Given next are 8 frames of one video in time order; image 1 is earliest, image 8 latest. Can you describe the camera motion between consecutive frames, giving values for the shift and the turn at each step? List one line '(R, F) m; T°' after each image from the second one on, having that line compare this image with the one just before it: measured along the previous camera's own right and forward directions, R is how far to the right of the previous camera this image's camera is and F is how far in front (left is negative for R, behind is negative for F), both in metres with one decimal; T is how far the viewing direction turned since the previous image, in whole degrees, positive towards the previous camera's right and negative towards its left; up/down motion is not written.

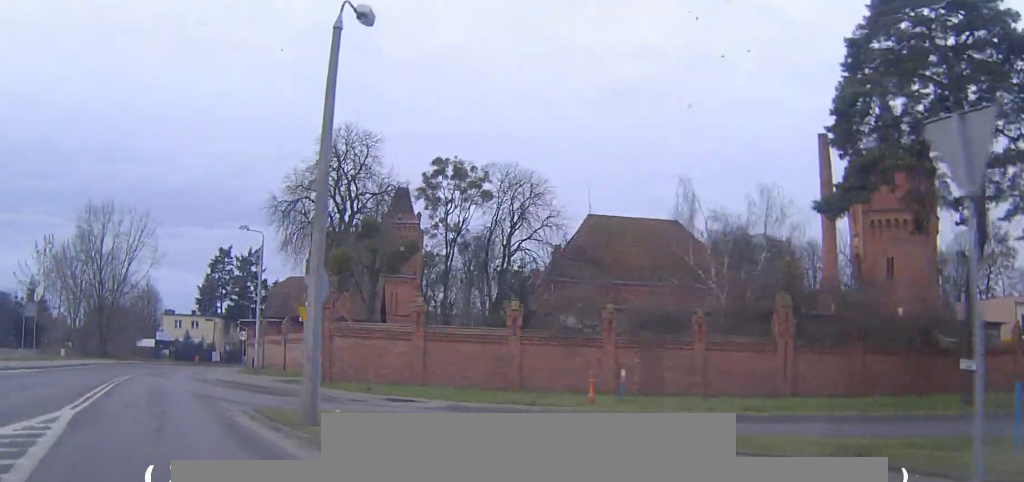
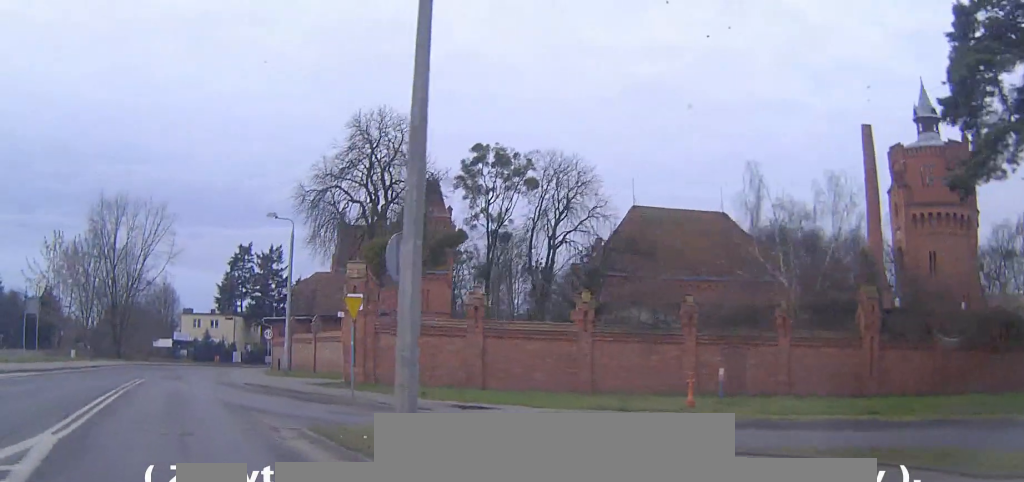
(-0.1, +4.3) m; -1°
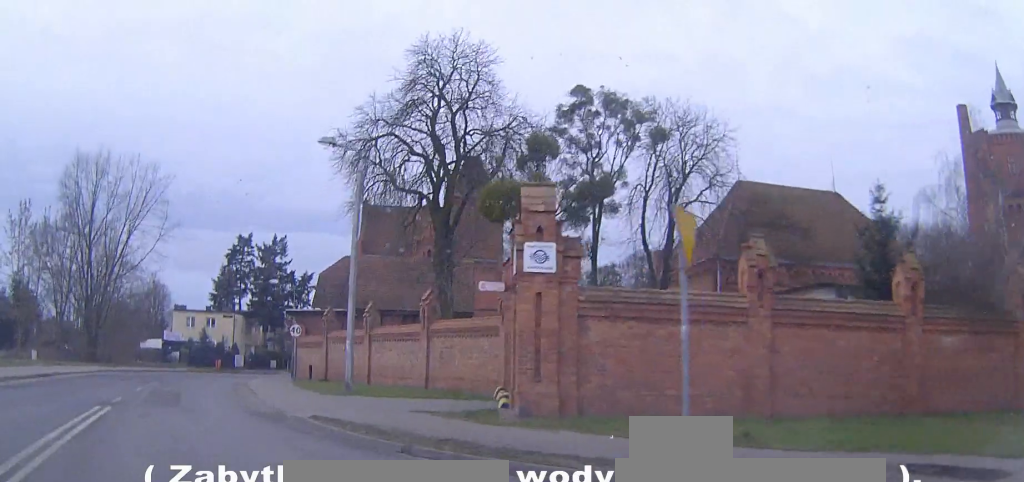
(-0.4, +15.5) m; -2°
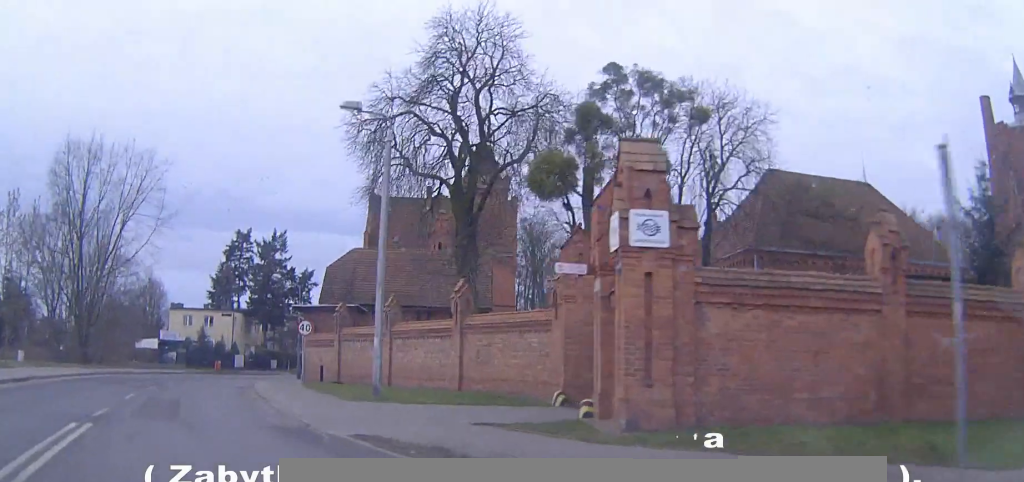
(0.0, +3.8) m; +1°
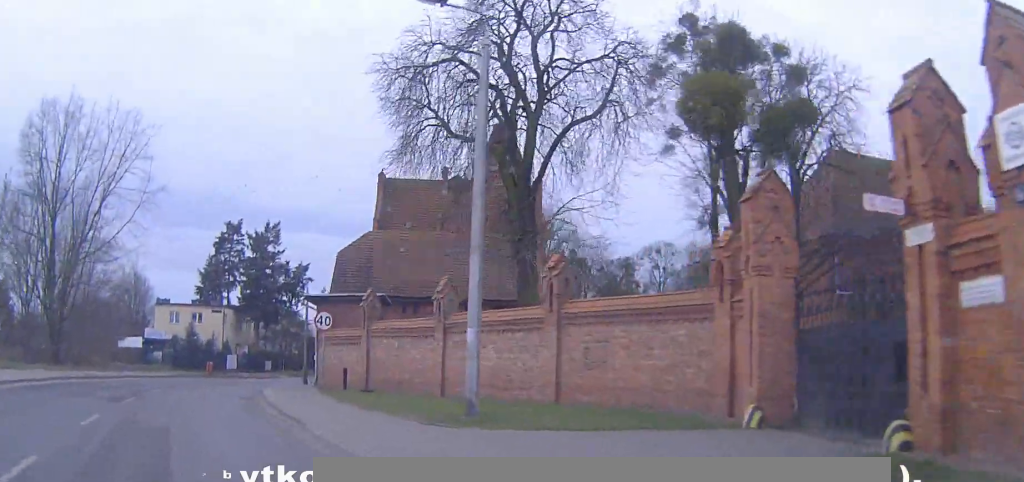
(+0.1, +7.7) m; +2°
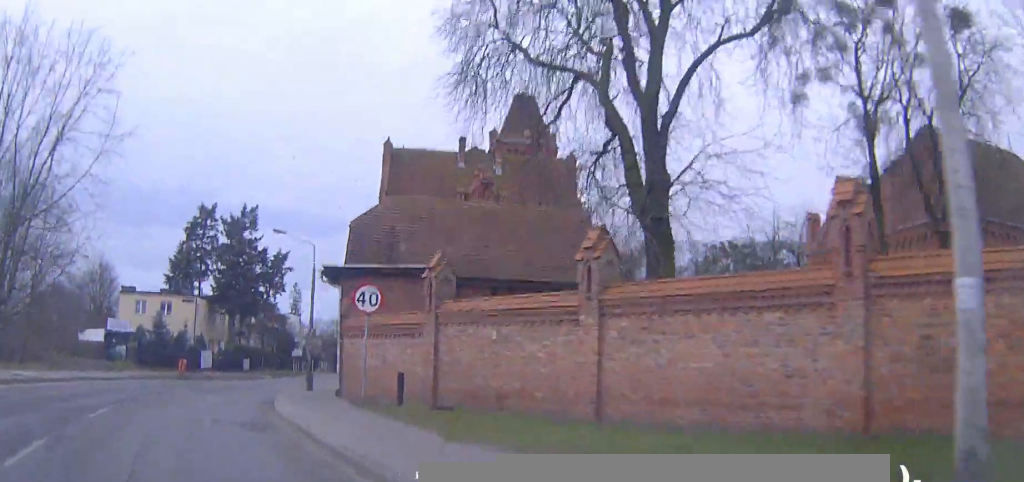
(+0.4, +10.7) m; +3°
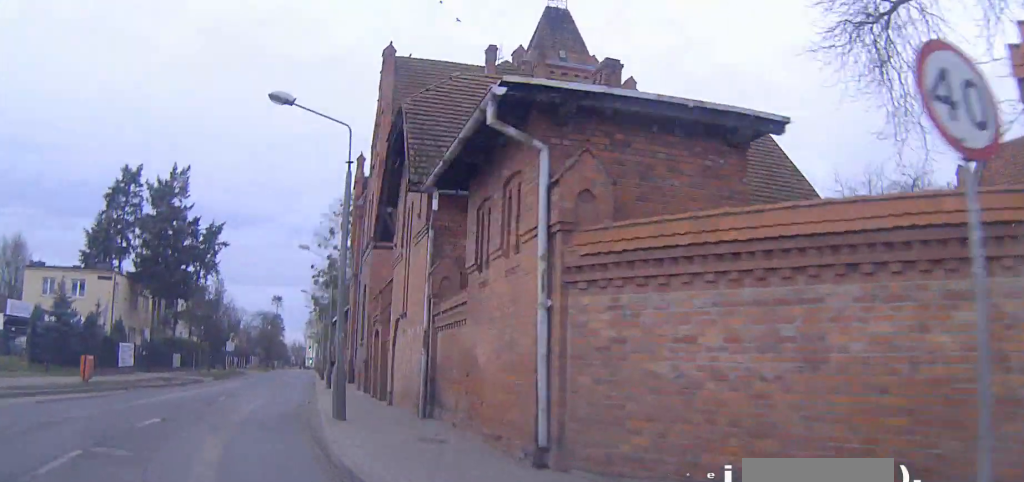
(+0.5, +17.0) m; +6°
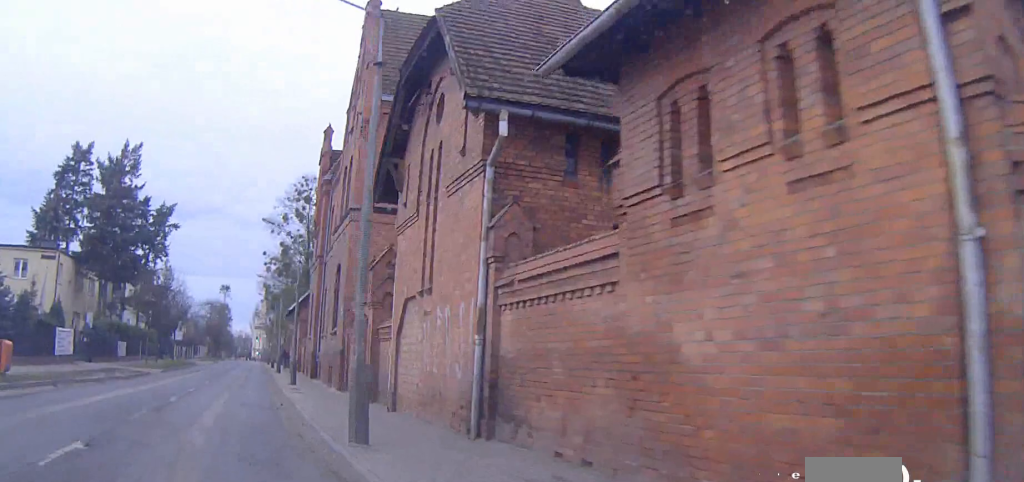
(+0.1, +5.7) m; +4°
